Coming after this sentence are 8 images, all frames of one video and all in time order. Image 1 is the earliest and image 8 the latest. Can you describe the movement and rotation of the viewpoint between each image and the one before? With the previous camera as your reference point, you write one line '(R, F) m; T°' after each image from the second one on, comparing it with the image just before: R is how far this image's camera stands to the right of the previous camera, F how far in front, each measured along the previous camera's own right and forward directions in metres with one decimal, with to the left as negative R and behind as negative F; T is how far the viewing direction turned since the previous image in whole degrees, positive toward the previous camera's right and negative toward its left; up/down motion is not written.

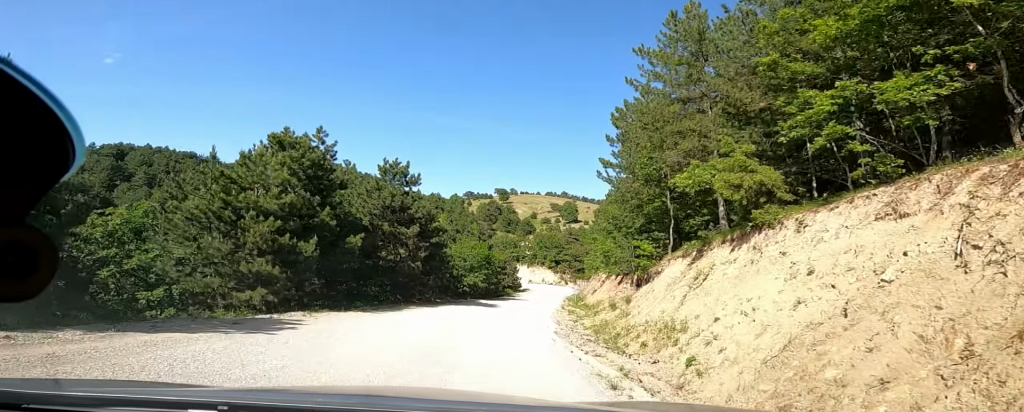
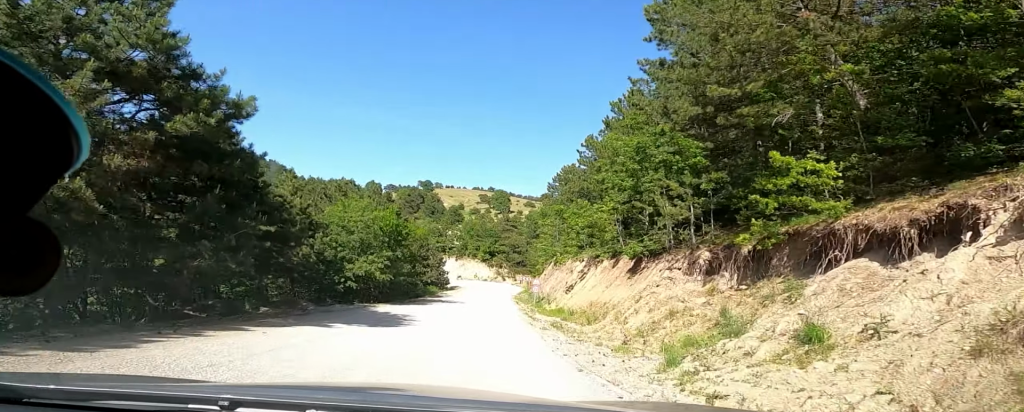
(+1.2, +16.9) m; +8°
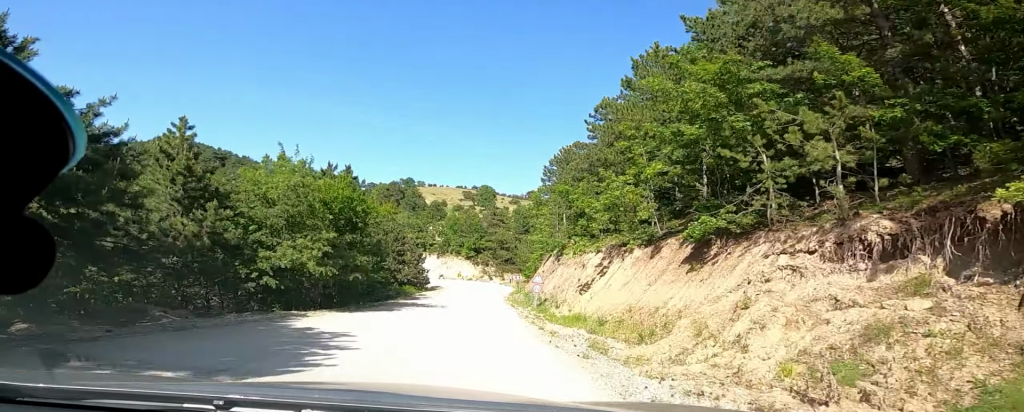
(+0.3, +7.2) m; +3°
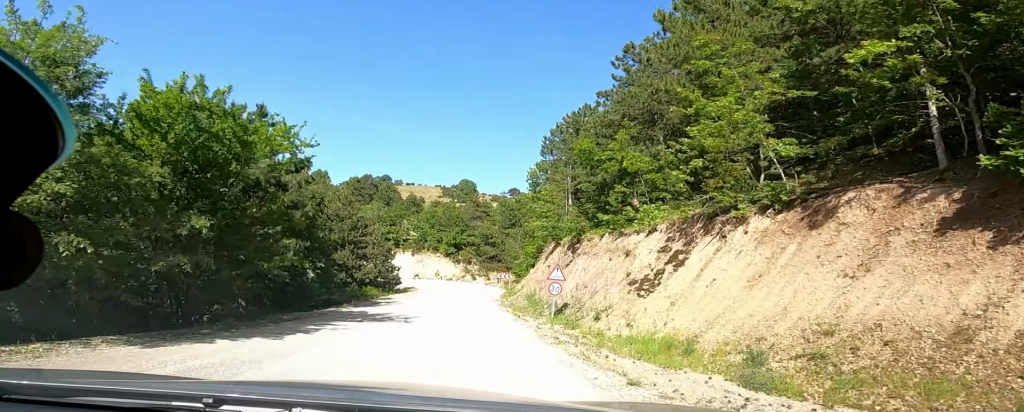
(+0.4, +9.5) m; +3°
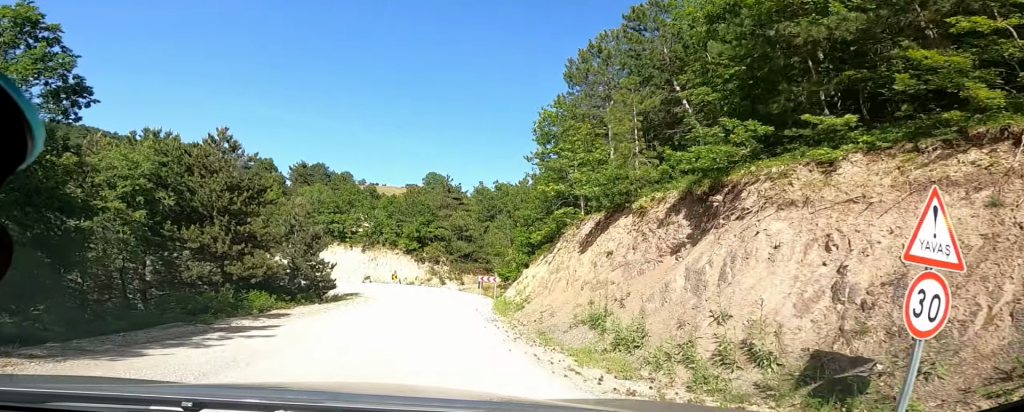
(0.0, +15.6) m; 0°
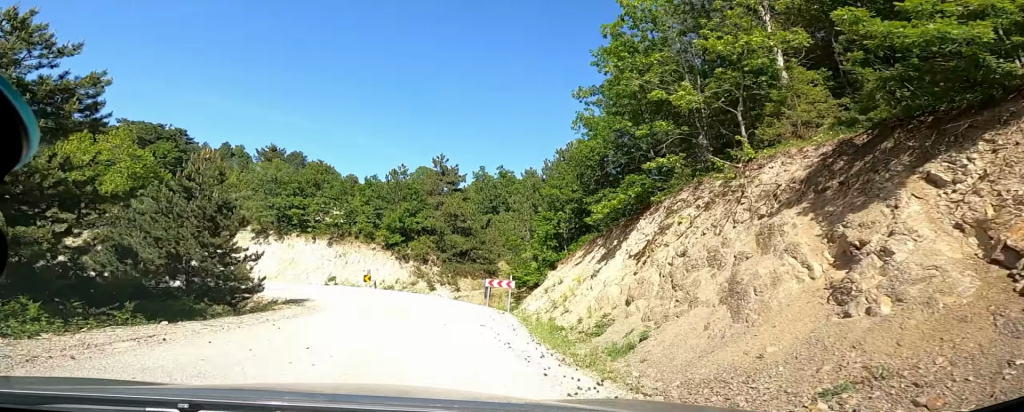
(0.0, +13.5) m; +2°
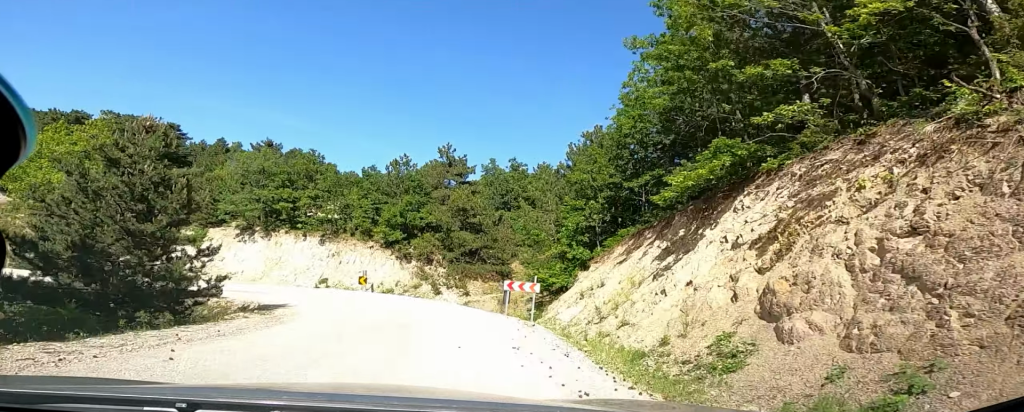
(-0.1, +5.9) m; +2°
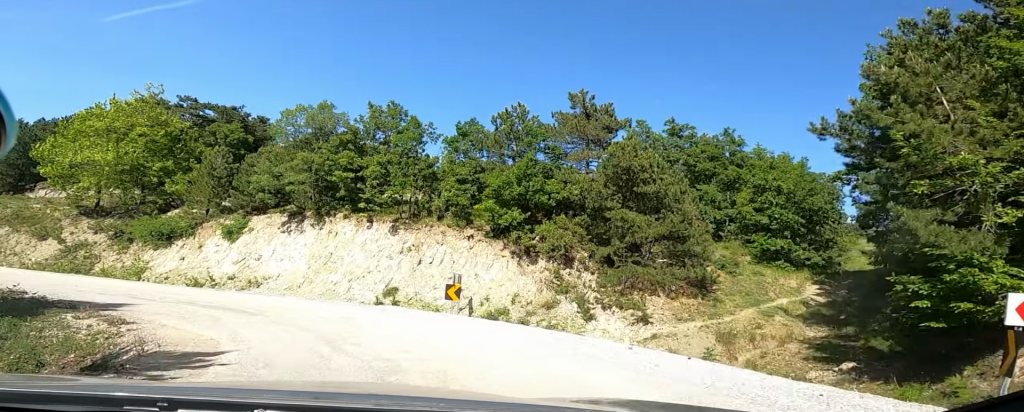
(+0.5, +21.0) m; -1°
